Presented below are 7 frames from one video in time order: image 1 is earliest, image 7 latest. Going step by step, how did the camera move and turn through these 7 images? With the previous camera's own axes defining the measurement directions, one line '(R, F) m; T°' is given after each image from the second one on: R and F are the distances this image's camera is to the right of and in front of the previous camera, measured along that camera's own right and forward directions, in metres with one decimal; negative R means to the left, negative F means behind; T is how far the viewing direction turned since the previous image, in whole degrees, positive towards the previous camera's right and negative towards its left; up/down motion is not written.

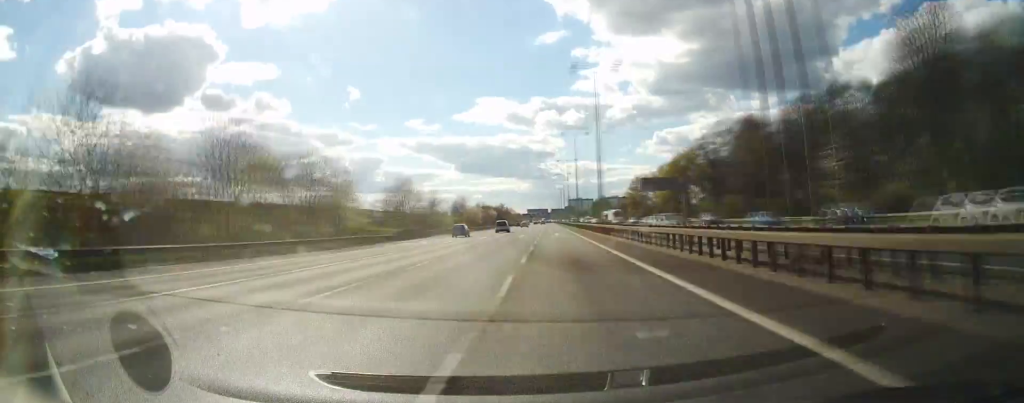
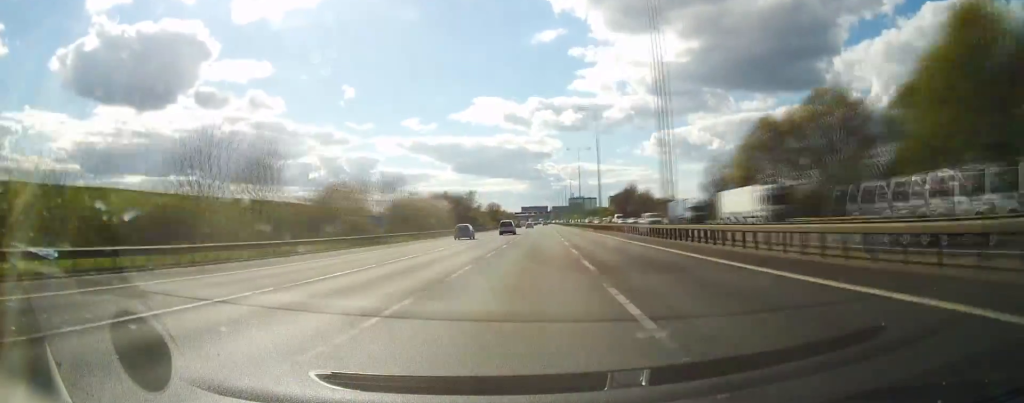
(-0.4, +113.2) m; 0°
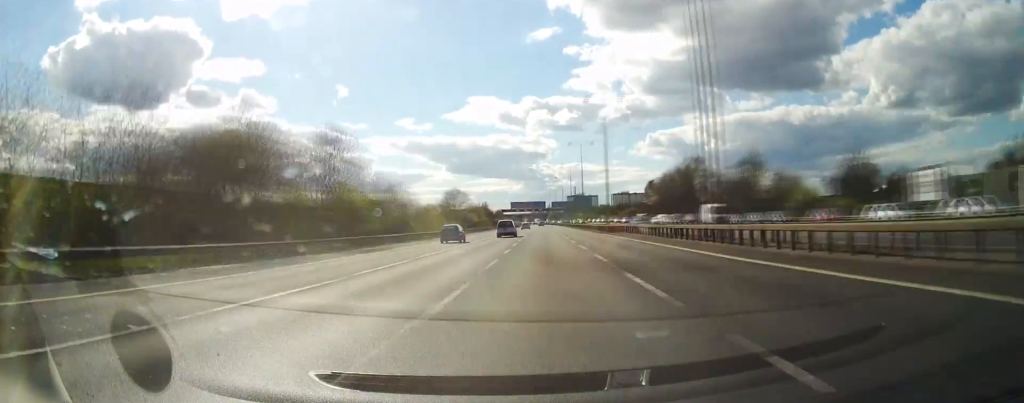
(+0.3, +94.8) m; 0°
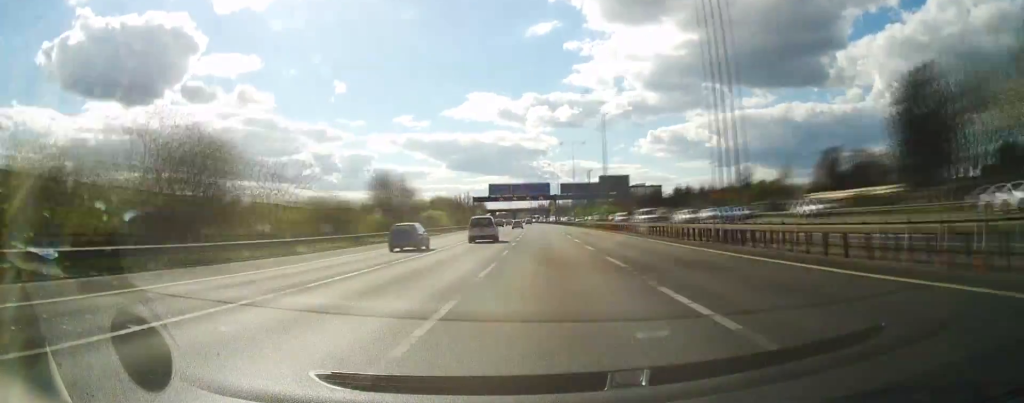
(-0.2, +125.8) m; 0°
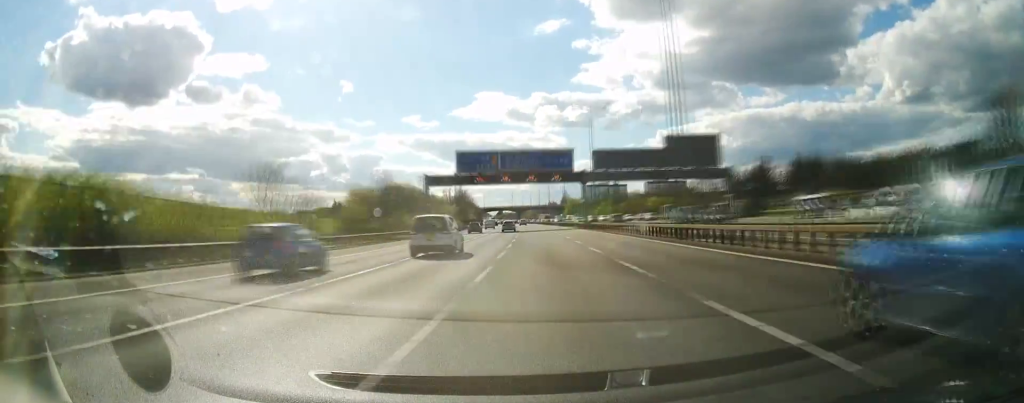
(-0.3, +80.2) m; -1°
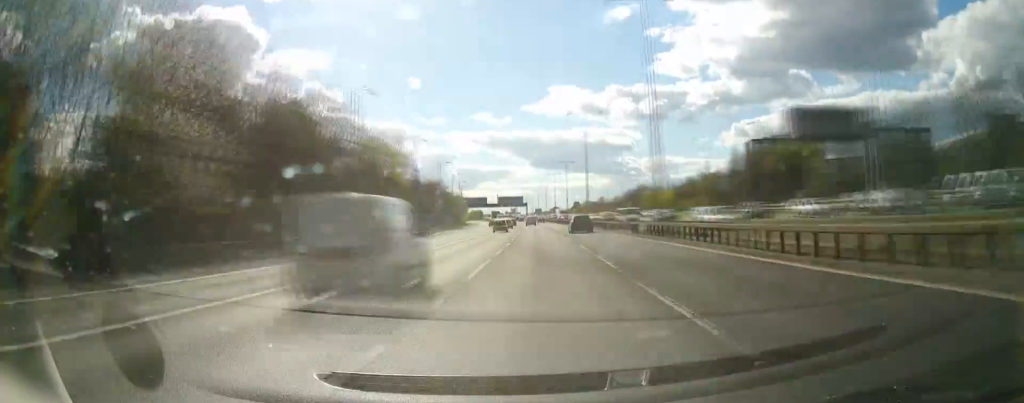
(-17.0, +340.0) m; -7°
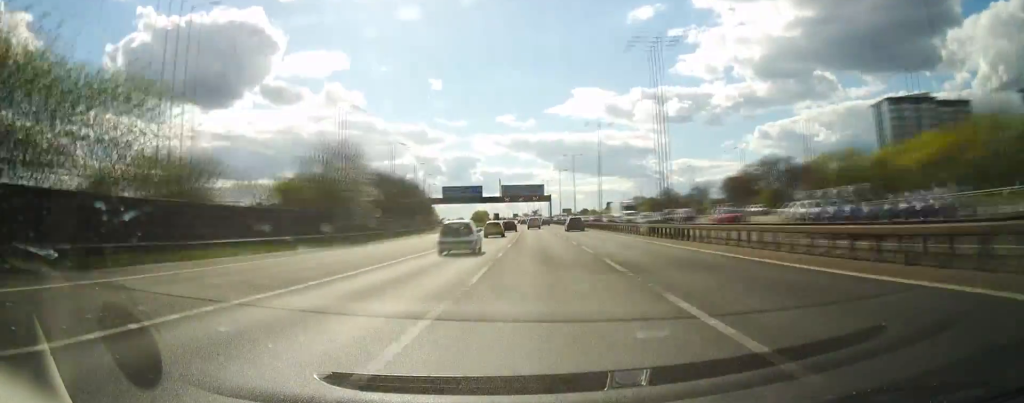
(-3.1, +118.9) m; -3°
